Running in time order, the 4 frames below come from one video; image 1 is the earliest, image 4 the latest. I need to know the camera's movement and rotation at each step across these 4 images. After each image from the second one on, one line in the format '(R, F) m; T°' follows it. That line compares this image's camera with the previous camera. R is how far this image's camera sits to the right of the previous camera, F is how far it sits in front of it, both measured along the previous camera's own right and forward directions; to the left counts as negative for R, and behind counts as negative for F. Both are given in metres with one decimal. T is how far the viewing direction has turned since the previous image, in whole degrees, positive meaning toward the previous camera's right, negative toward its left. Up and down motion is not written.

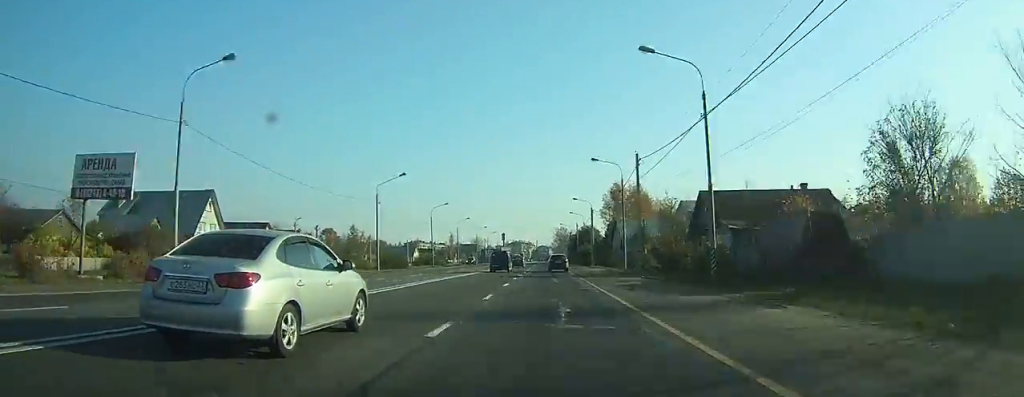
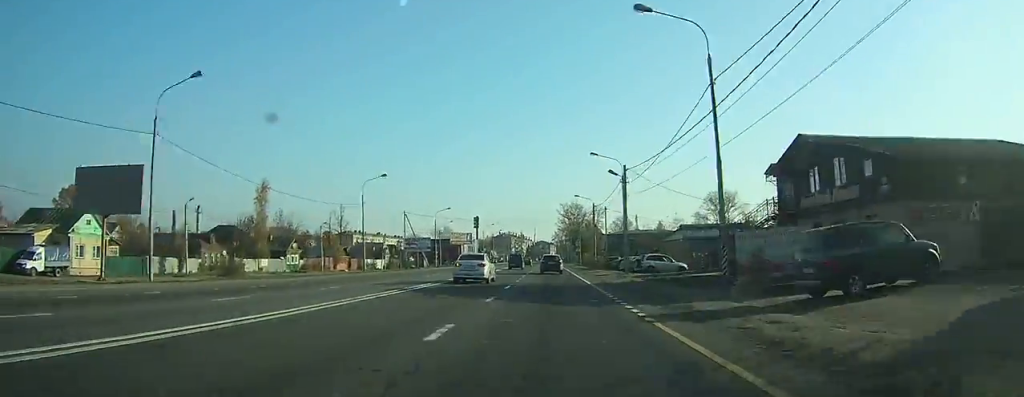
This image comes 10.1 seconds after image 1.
(-1.7, +176.0) m; 0°
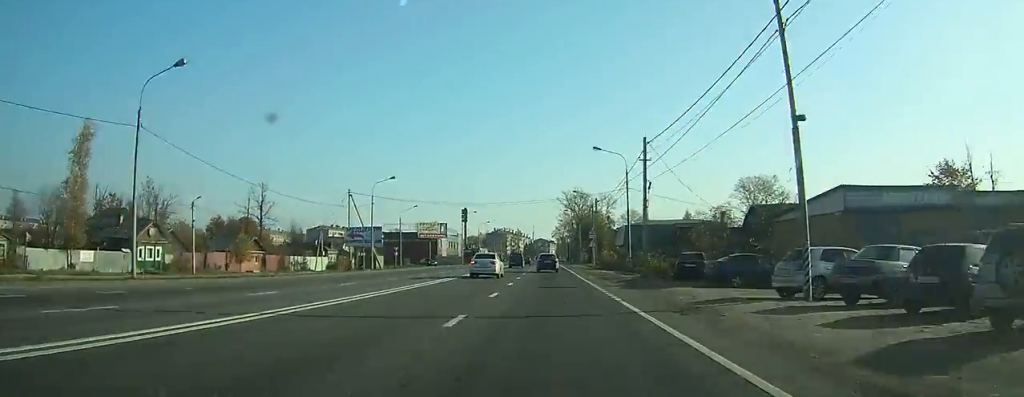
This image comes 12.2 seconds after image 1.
(-0.3, +37.9) m; 0°
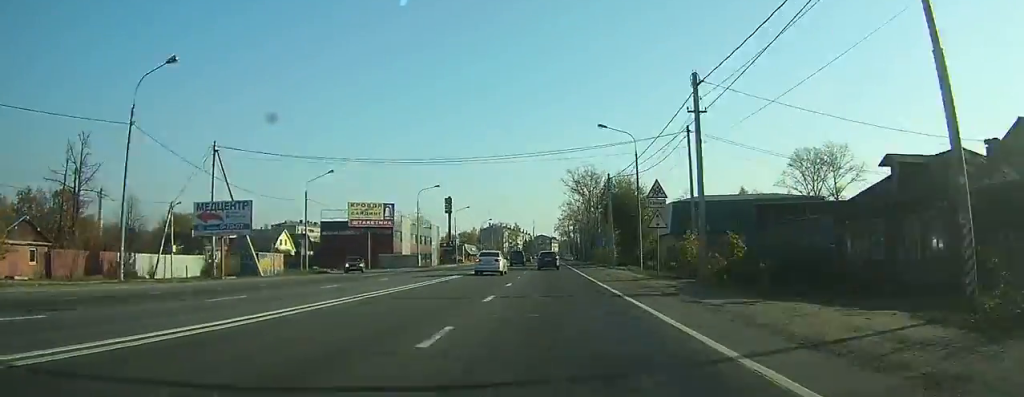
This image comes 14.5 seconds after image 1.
(+0.2, +41.8) m; 0°
